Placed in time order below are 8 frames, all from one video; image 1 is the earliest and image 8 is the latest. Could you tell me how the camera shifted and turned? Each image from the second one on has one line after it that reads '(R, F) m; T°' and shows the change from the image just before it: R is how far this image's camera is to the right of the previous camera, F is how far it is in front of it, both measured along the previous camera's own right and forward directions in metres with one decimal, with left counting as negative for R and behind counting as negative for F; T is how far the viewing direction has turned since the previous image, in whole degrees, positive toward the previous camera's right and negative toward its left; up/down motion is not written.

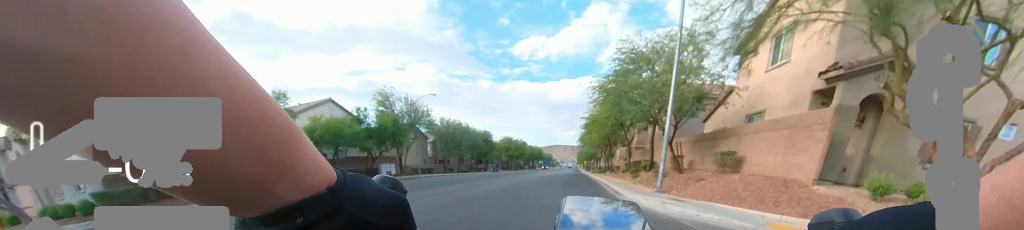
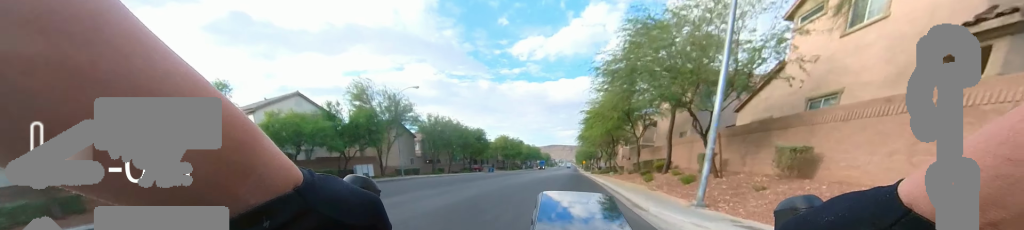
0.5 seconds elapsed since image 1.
(0.0, +3.2) m; 0°
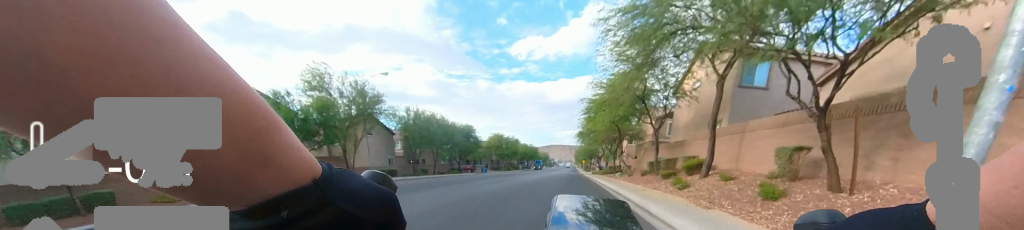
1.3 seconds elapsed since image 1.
(0.0, +4.2) m; 0°
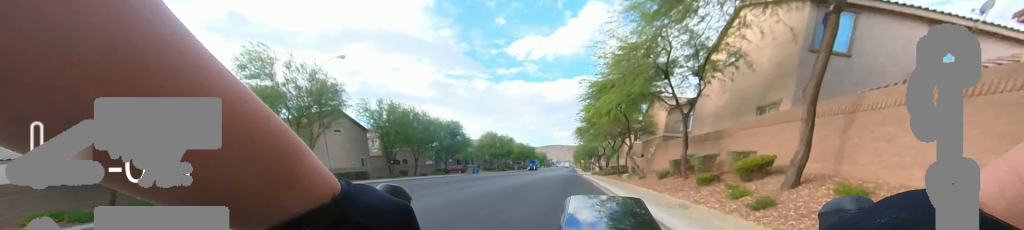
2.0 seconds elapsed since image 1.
(0.0, +4.2) m; 0°
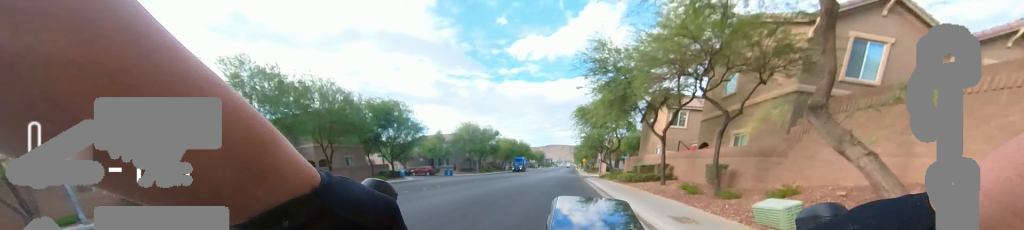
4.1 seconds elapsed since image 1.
(0.0, +13.9) m; 0°
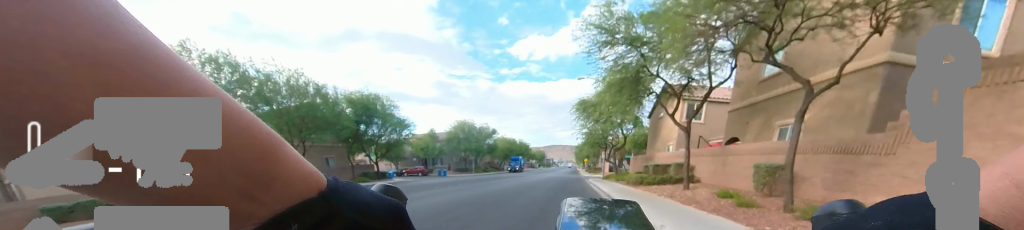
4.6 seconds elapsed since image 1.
(0.0, +3.0) m; 0°
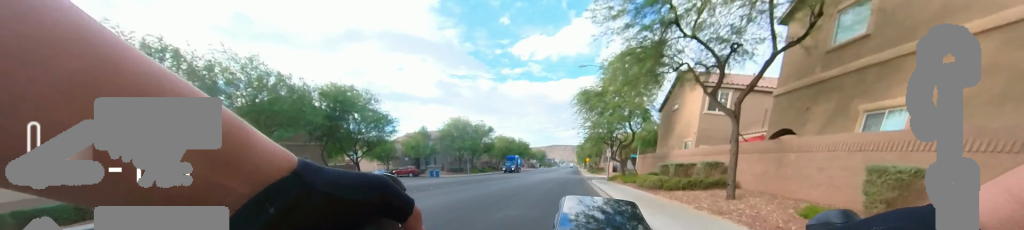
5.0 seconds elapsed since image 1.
(0.0, +3.3) m; 0°
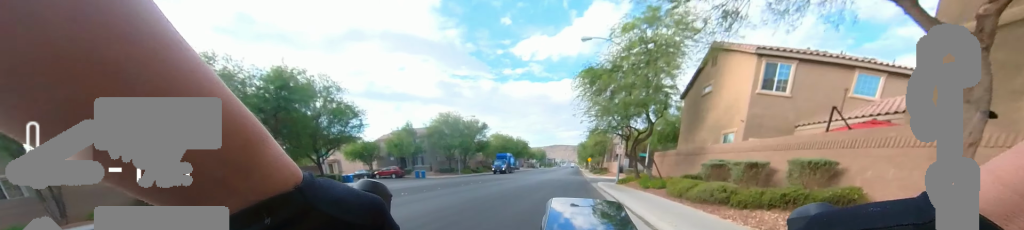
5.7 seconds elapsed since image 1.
(0.0, +5.1) m; 0°
